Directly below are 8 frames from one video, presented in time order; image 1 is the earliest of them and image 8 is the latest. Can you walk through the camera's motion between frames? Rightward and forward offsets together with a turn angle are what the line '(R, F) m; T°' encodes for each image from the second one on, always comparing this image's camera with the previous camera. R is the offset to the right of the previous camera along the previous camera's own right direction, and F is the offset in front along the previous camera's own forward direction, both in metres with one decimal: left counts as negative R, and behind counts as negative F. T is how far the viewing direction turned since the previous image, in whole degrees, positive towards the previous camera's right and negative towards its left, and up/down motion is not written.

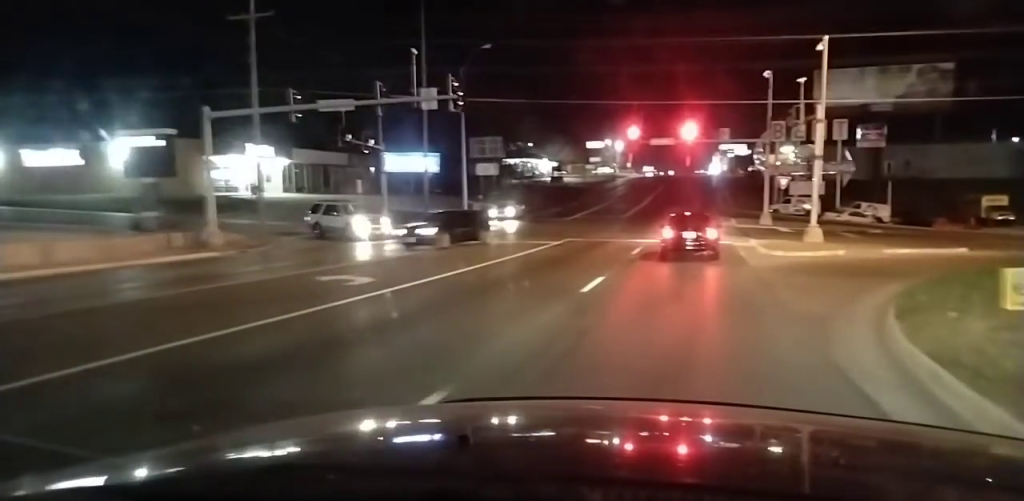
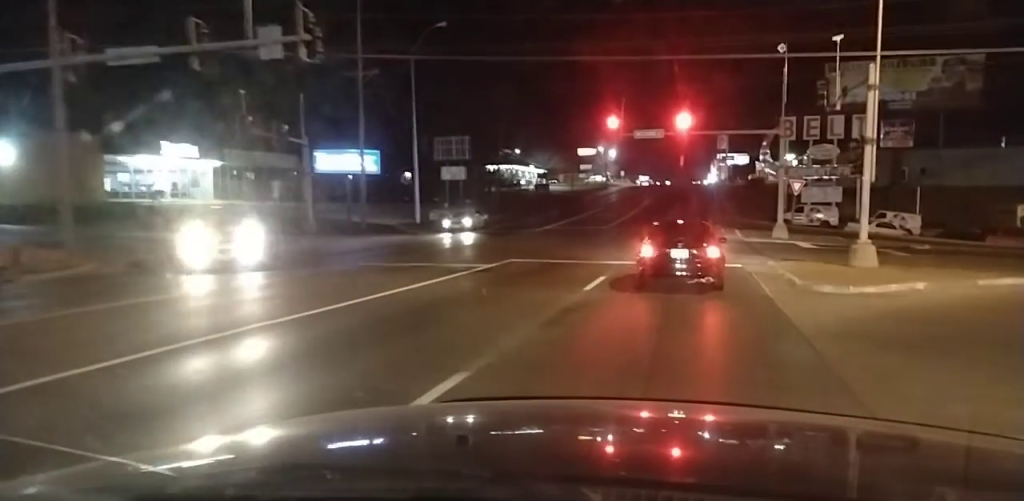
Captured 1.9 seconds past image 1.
(+0.2, +10.0) m; +3°
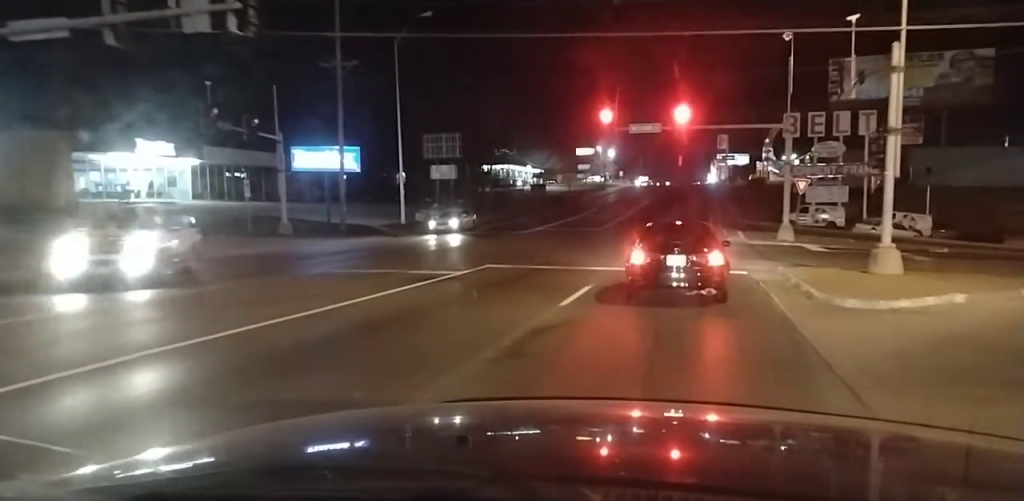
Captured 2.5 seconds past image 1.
(+0.1, +2.2) m; 0°
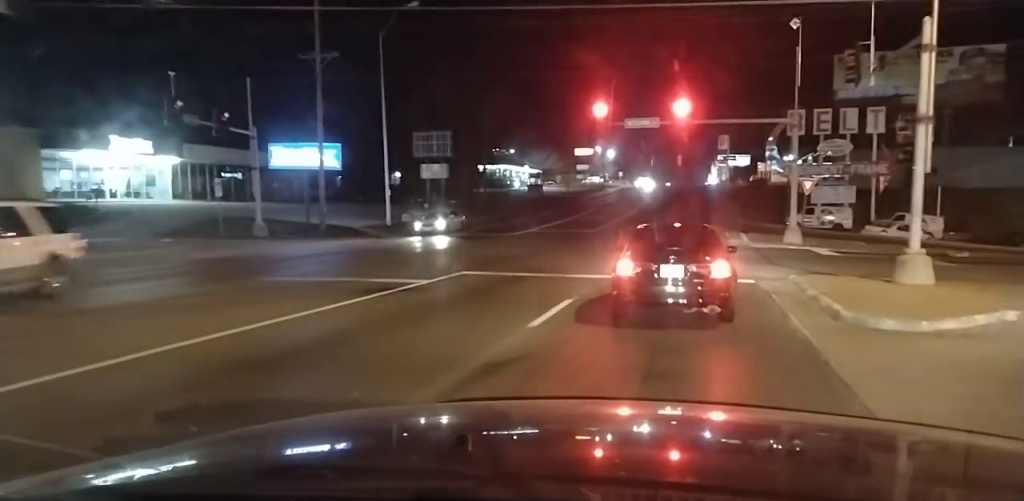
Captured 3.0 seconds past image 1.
(-0.1, +1.7) m; -2°
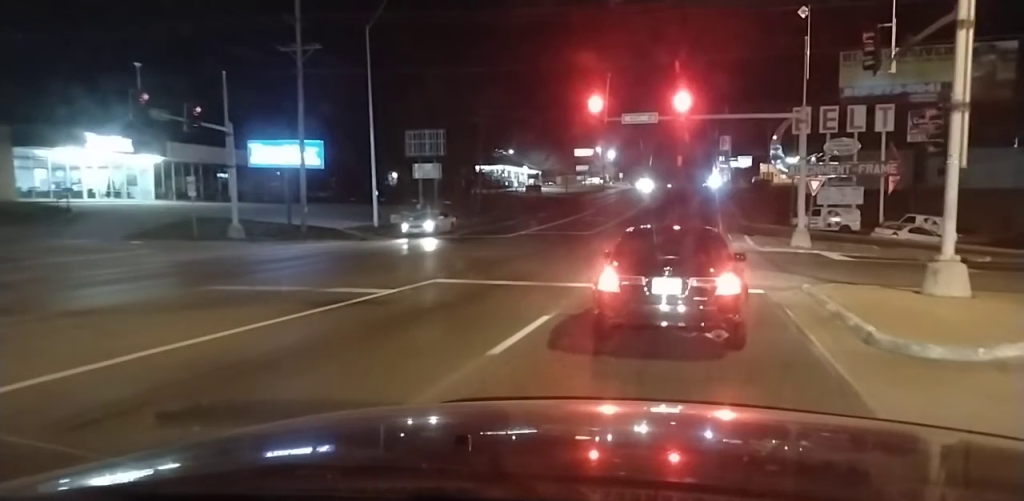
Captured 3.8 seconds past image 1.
(0.0, +1.7) m; -1°
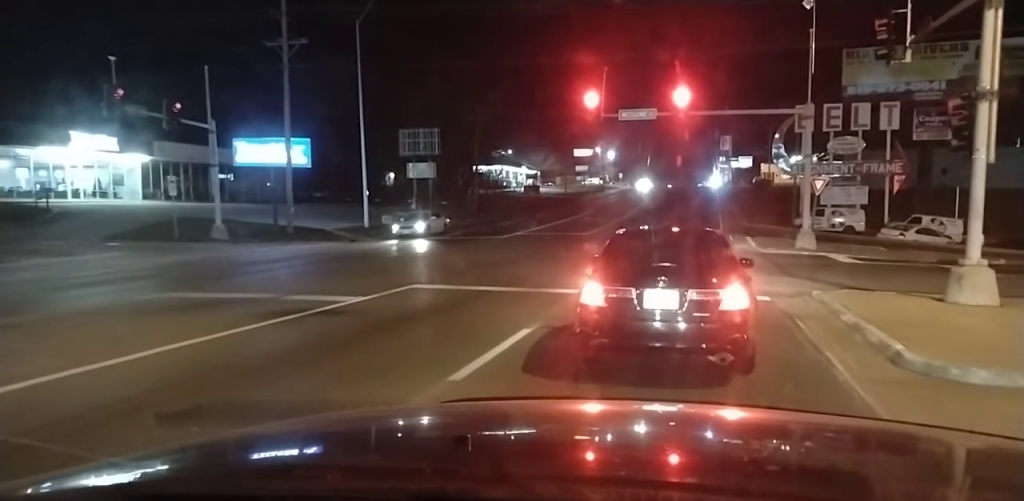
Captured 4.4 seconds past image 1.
(+0.1, +0.9) m; 0°
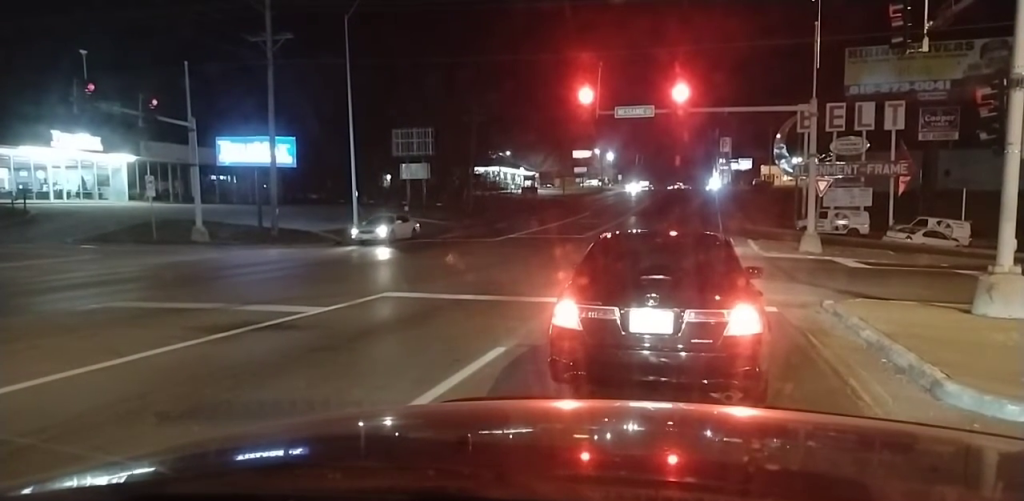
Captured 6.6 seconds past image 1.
(+0.5, +0.6) m; 0°
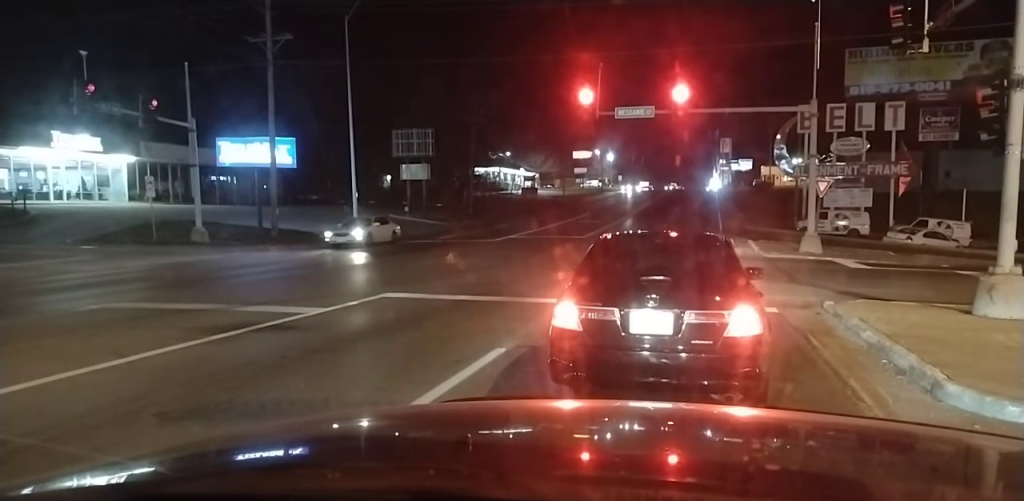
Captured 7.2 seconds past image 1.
(0.0, 0.0) m; 0°
